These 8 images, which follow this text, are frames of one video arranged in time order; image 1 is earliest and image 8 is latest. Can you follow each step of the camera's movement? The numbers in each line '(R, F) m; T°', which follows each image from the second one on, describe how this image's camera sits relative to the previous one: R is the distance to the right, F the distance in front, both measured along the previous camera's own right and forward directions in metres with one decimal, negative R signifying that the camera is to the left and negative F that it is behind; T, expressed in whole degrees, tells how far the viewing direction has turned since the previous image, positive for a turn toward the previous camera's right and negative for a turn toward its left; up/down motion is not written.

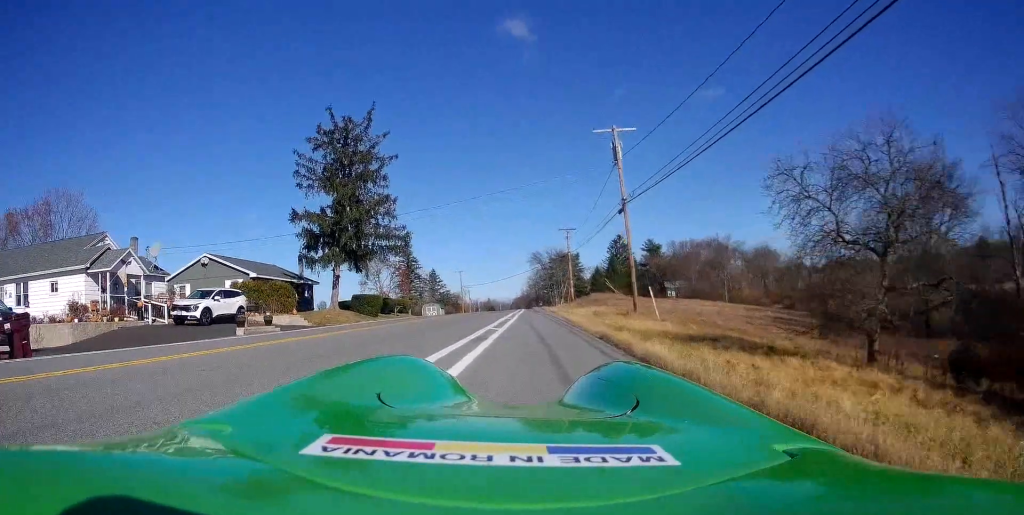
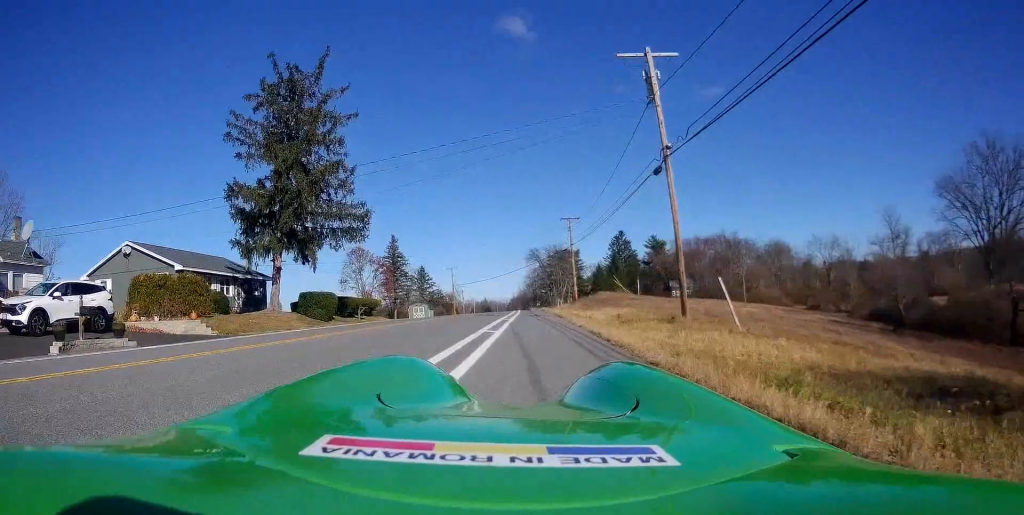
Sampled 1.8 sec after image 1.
(-0.5, +10.6) m; 0°
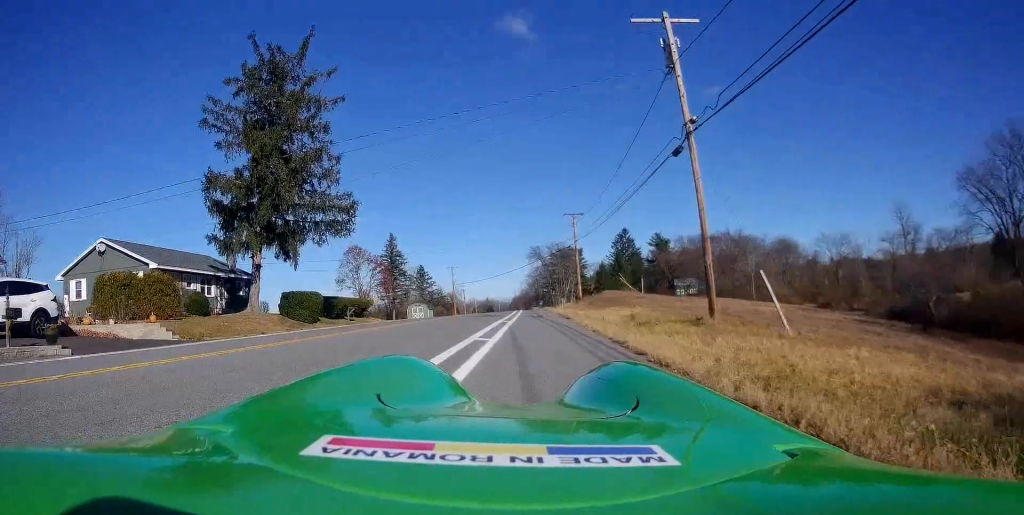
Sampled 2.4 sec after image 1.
(+0.2, +3.1) m; +1°
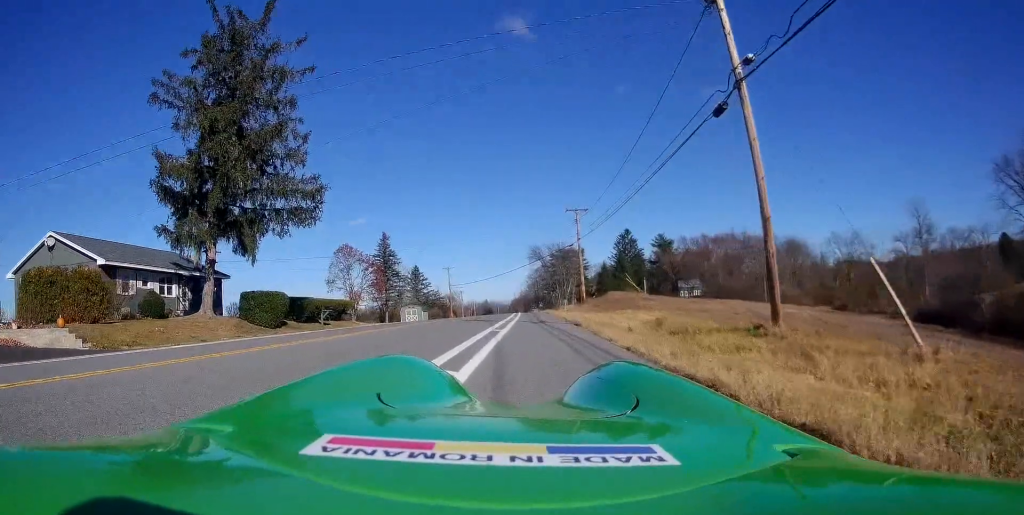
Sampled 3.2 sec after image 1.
(-0.2, +5.1) m; -3°
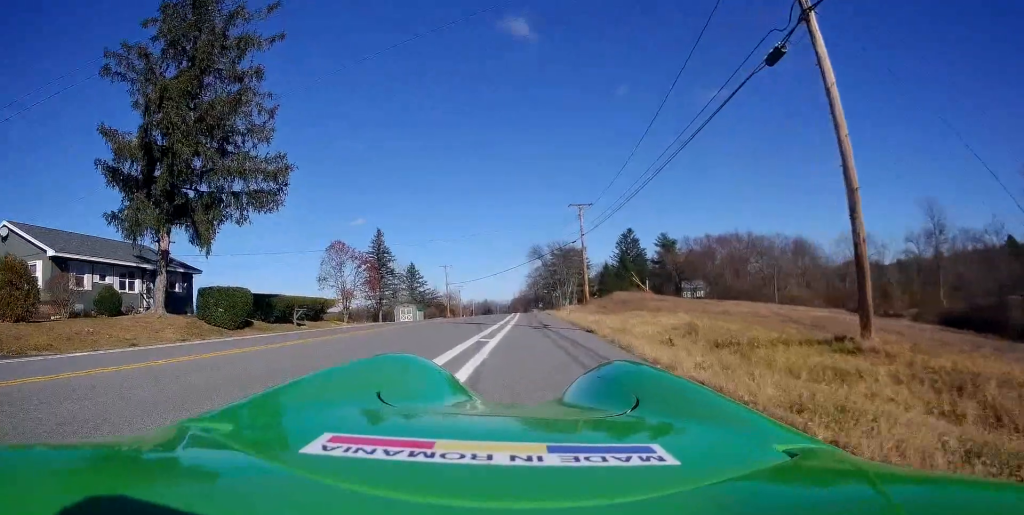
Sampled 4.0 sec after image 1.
(-0.1, +4.0) m; -5°
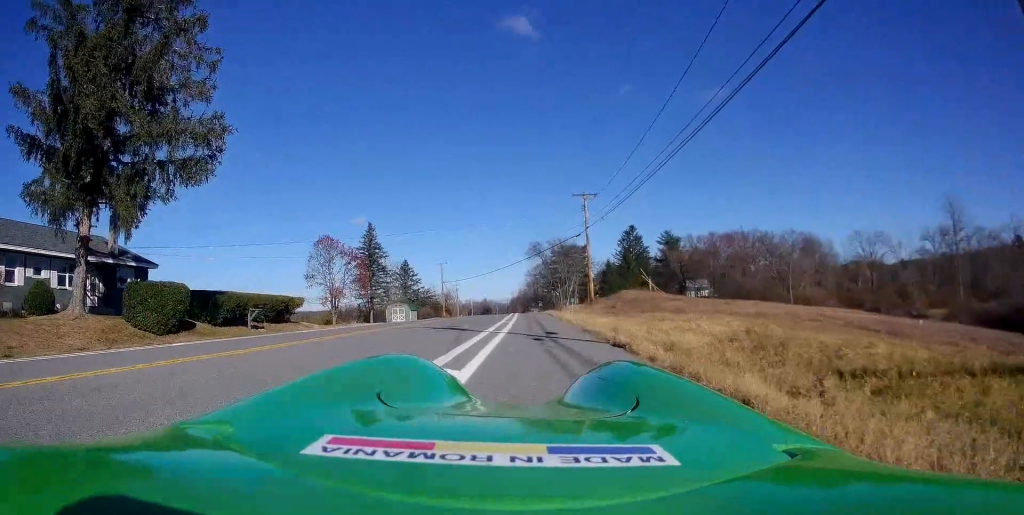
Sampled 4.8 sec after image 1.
(-0.3, +4.9) m; -1°
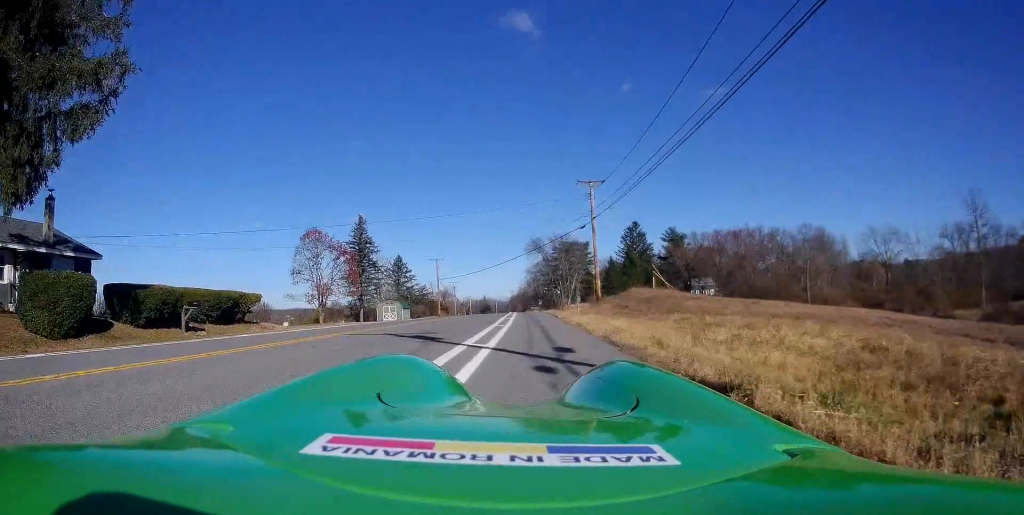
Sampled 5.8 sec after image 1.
(+0.1, +5.3) m; +4°
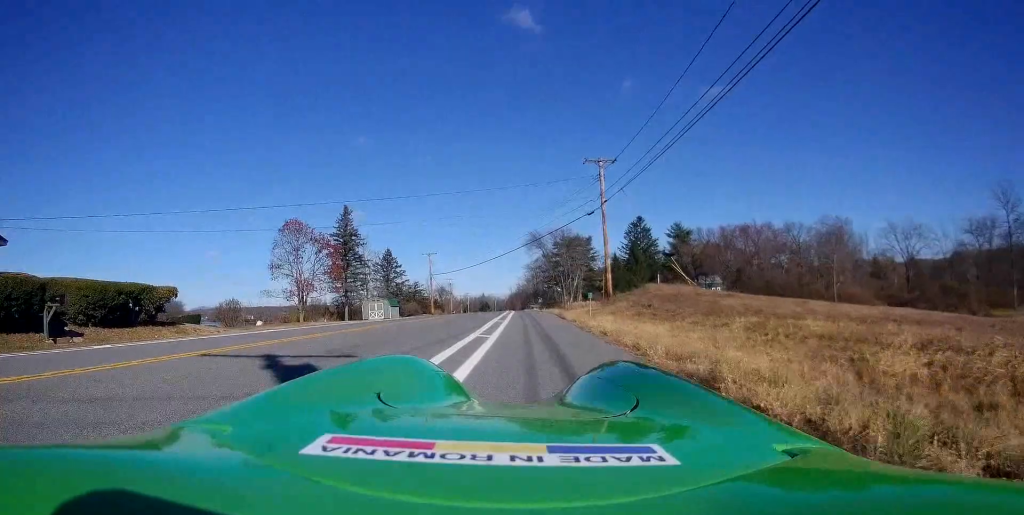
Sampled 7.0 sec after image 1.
(+0.3, +6.7) m; -3°
